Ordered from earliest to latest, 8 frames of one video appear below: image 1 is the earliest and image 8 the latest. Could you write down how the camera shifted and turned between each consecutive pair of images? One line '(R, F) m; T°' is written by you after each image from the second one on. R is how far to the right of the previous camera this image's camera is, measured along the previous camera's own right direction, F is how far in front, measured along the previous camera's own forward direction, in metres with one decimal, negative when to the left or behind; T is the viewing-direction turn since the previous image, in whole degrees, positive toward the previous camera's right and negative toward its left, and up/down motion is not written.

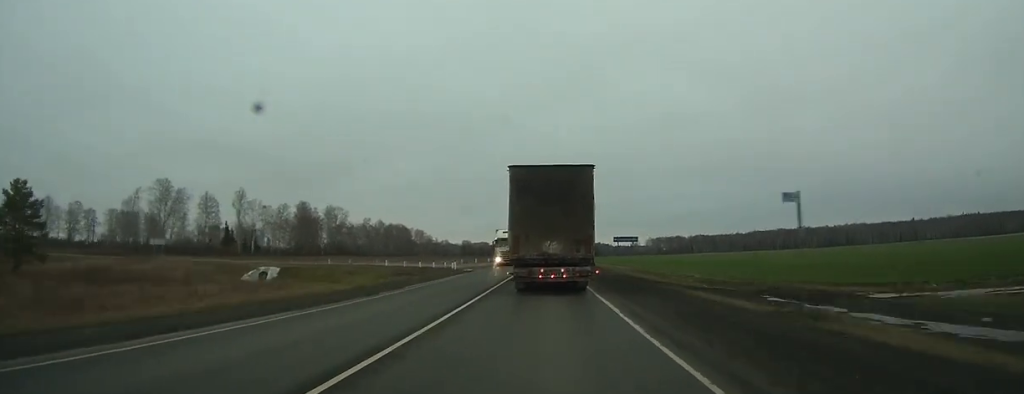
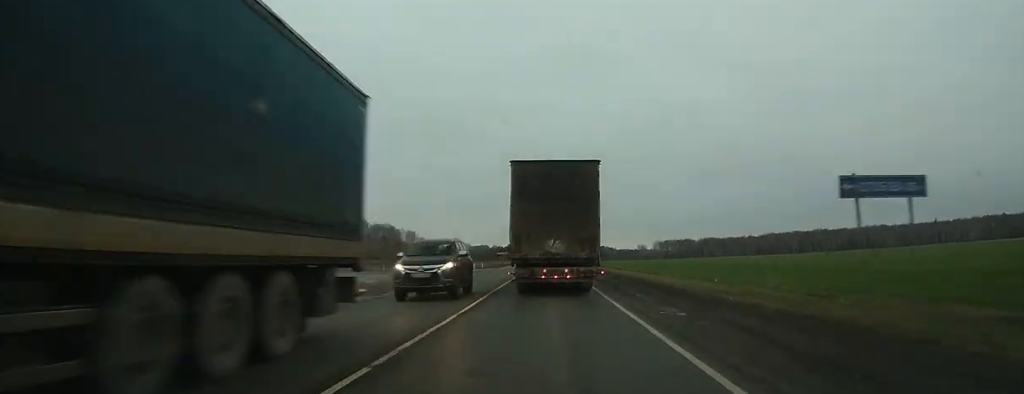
(0.0, +36.9) m; 0°
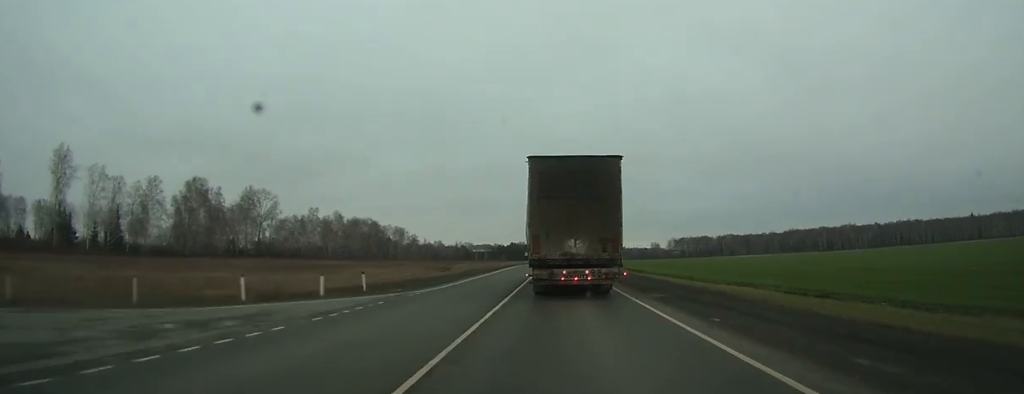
(-0.2, +50.4) m; 0°
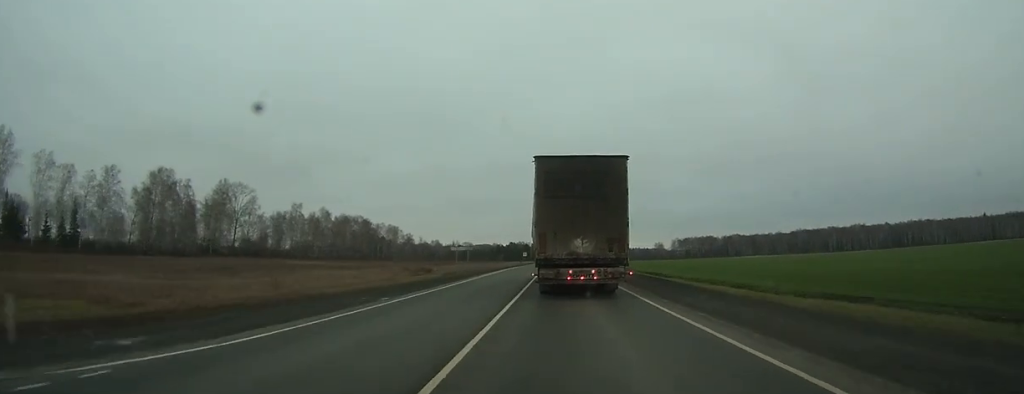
(0.0, +17.8) m; 0°
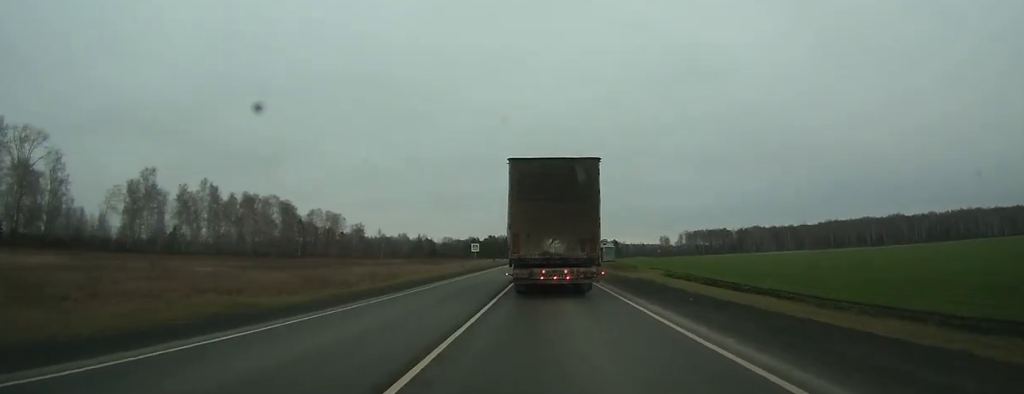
(+0.7, +87.3) m; +1°
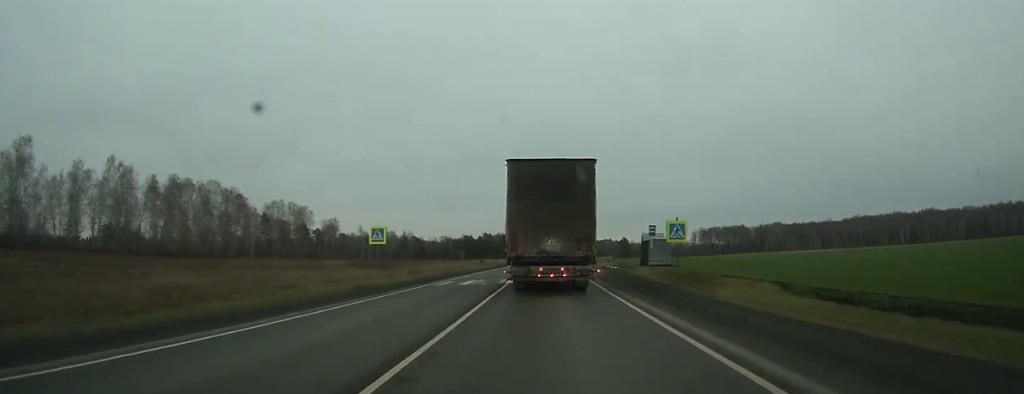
(+0.3, +44.1) m; 0°
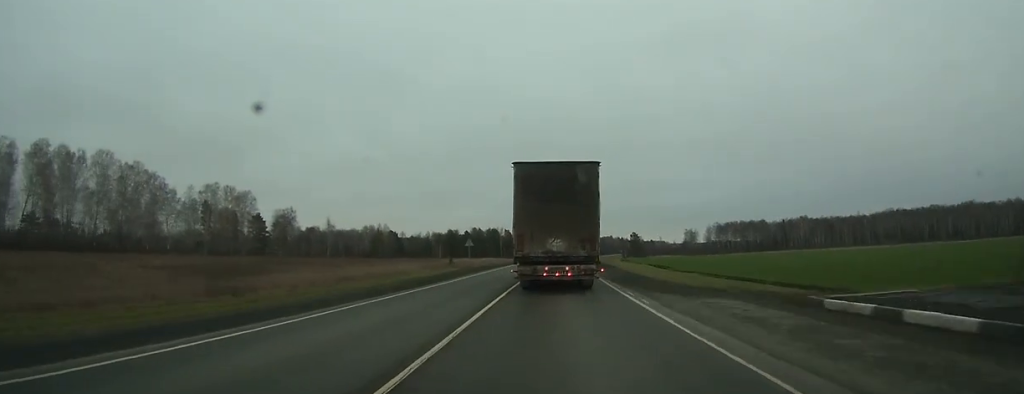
(-0.1, +49.9) m; 0°
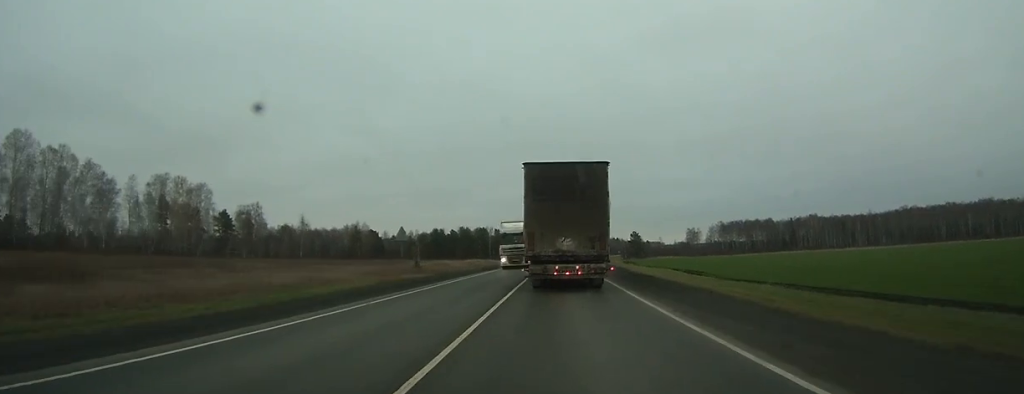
(0.0, +24.8) m; +1°
